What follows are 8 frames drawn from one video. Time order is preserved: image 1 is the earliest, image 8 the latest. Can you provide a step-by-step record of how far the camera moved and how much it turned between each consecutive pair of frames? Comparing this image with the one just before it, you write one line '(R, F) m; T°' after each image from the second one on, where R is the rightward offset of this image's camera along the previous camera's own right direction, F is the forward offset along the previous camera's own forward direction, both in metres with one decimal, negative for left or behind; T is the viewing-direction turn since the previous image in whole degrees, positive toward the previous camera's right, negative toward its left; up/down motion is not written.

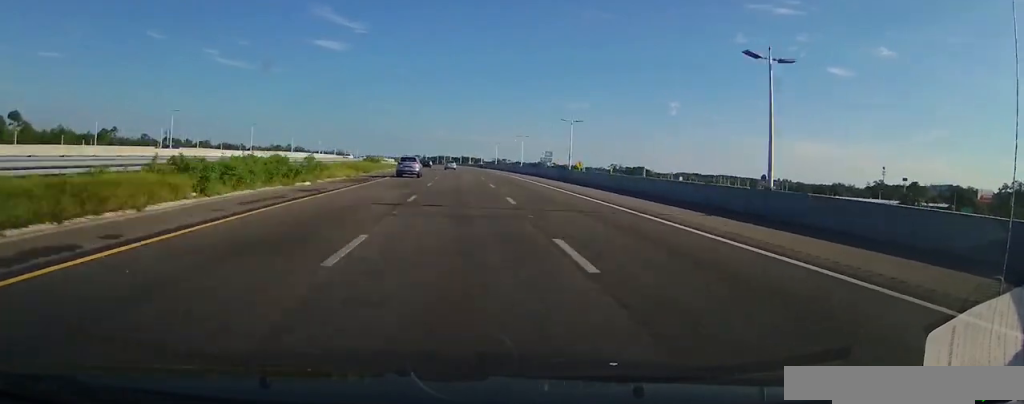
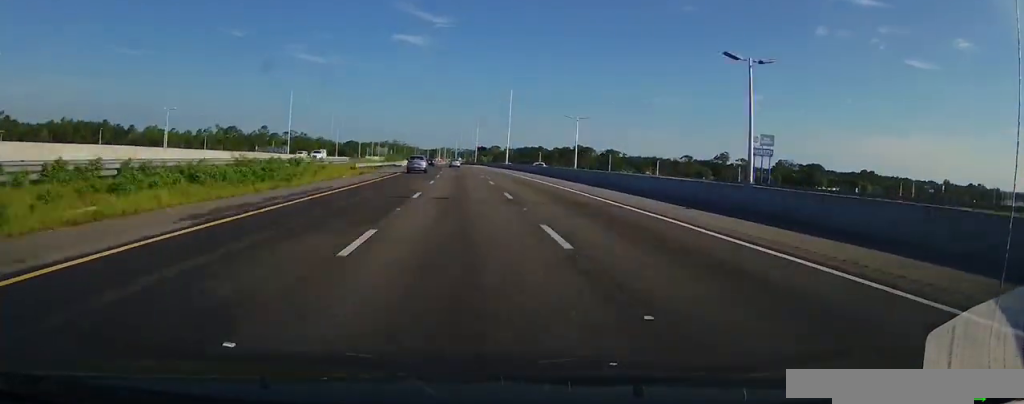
(-16.5, +245.2) m; -8°
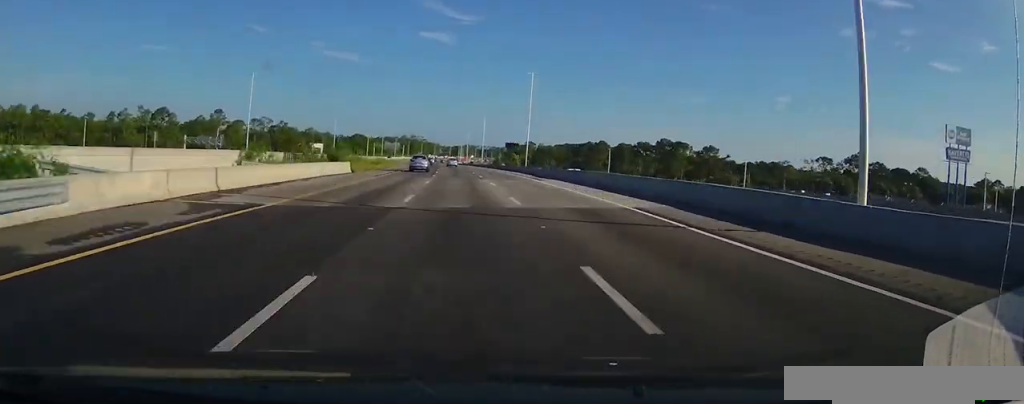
(-2.9, +89.6) m; -2°
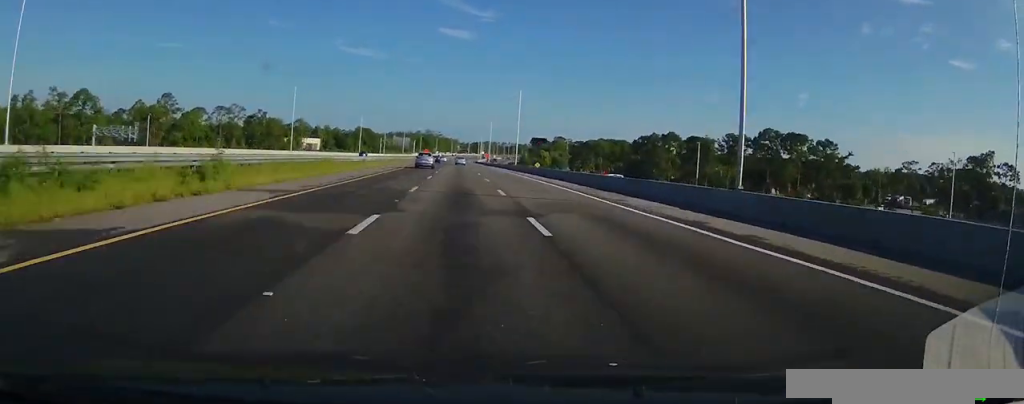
(-0.2, +56.7) m; -1°
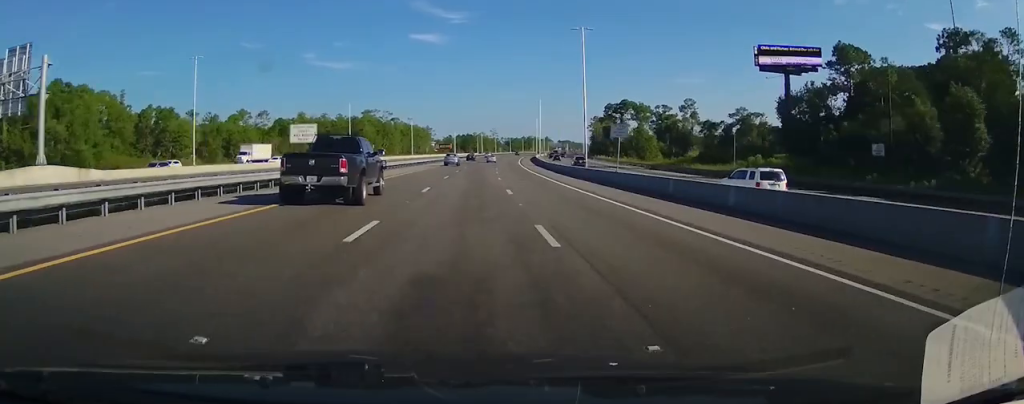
(+6.9, +325.2) m; +6°
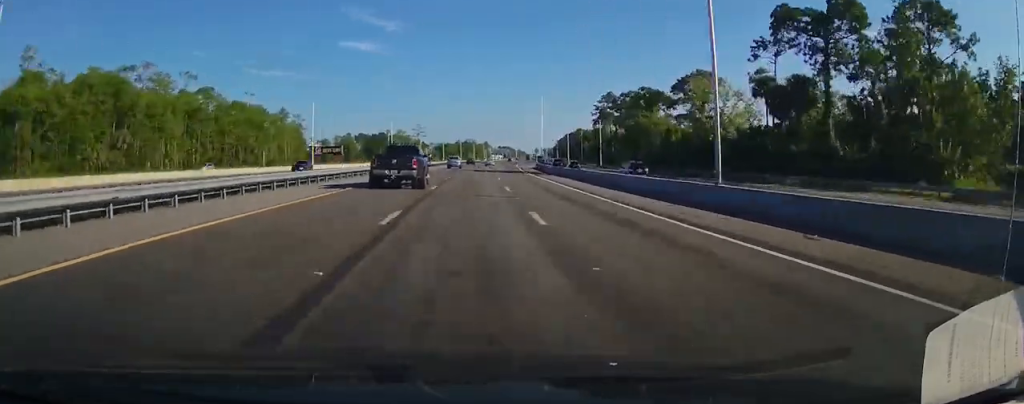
(+9.6, +160.8) m; +6°
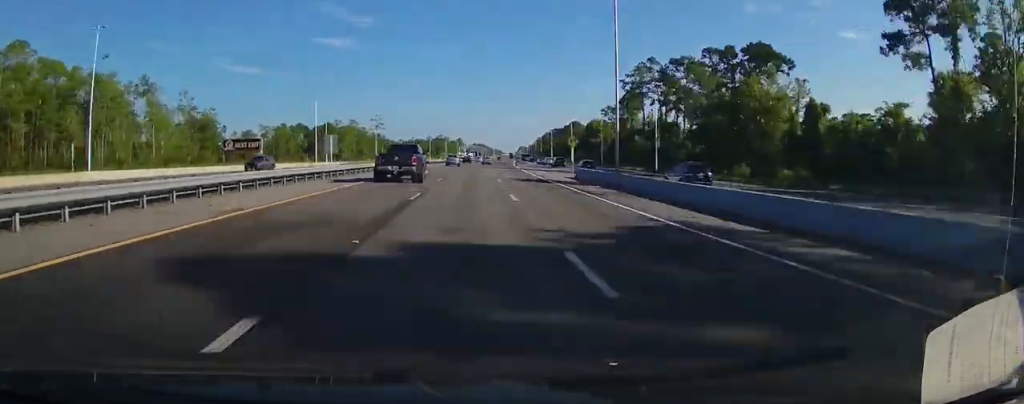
(+1.1, +61.5) m; +2°
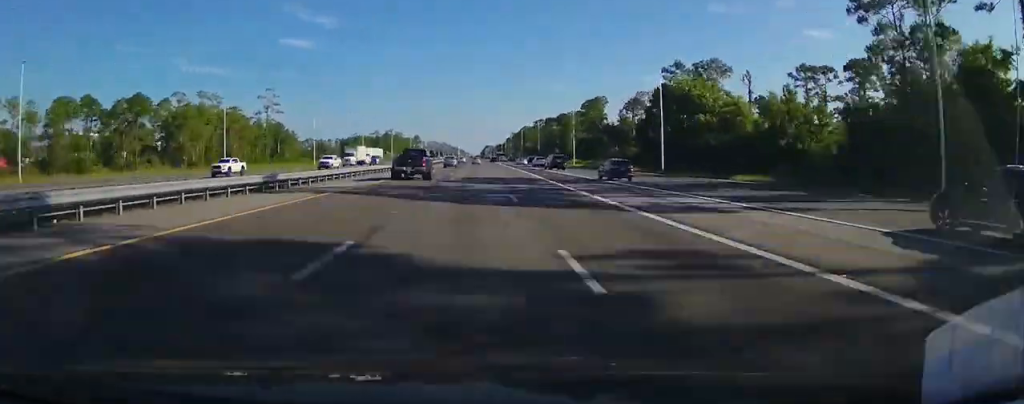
(+3.5, +107.7) m; +2°
